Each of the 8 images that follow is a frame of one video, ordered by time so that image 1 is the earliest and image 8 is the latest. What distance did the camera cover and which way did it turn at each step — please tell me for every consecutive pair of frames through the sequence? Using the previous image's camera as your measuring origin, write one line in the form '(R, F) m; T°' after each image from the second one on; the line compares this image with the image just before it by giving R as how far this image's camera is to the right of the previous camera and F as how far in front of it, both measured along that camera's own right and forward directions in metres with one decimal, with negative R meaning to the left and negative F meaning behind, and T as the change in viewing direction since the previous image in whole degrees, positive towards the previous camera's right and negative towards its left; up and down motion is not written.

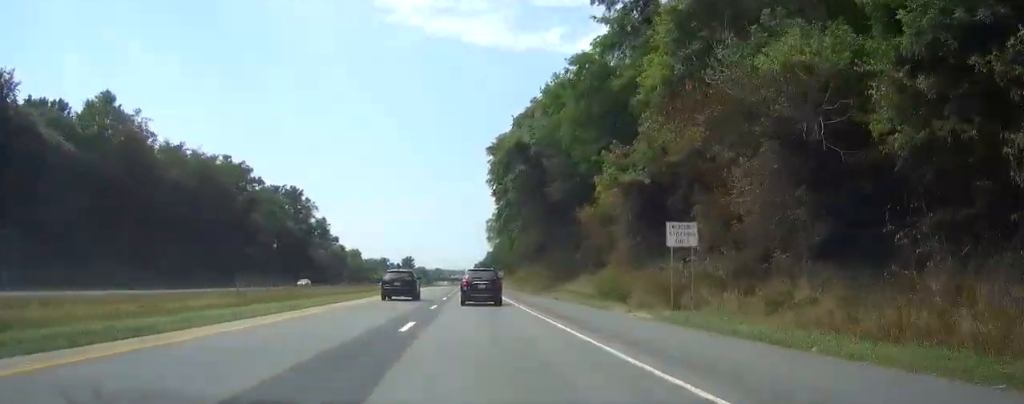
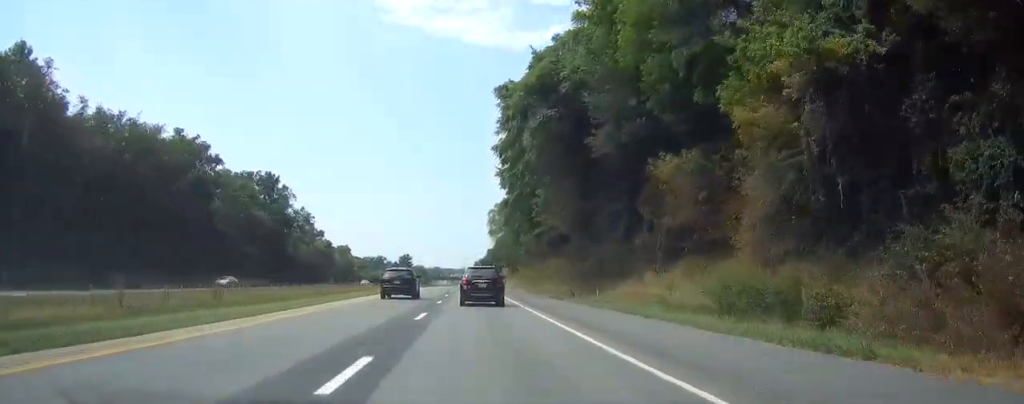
(0.0, +20.4) m; 0°
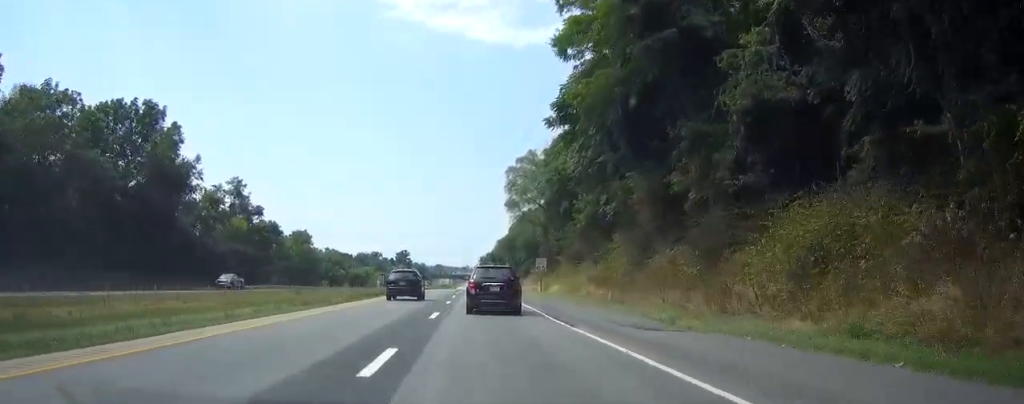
(+0.1, +59.9) m; 0°
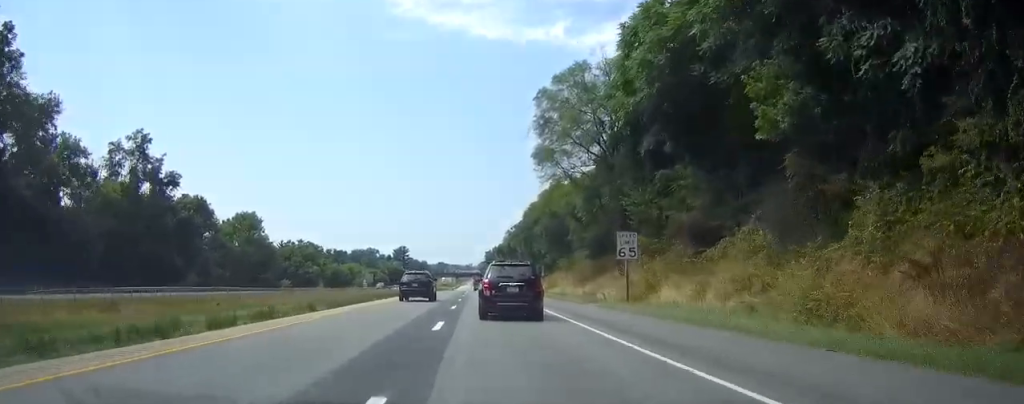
(-0.1, +41.3) m; -1°
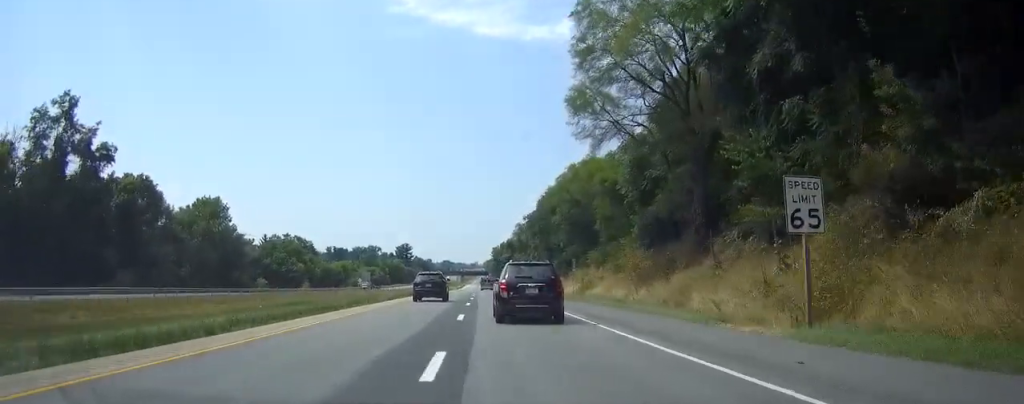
(-0.1, +20.0) m; 0°
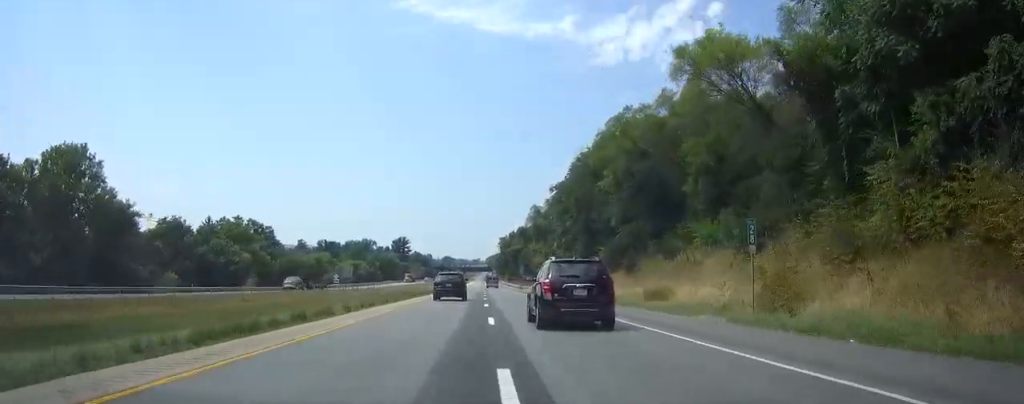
(0.0, +38.7) m; 0°
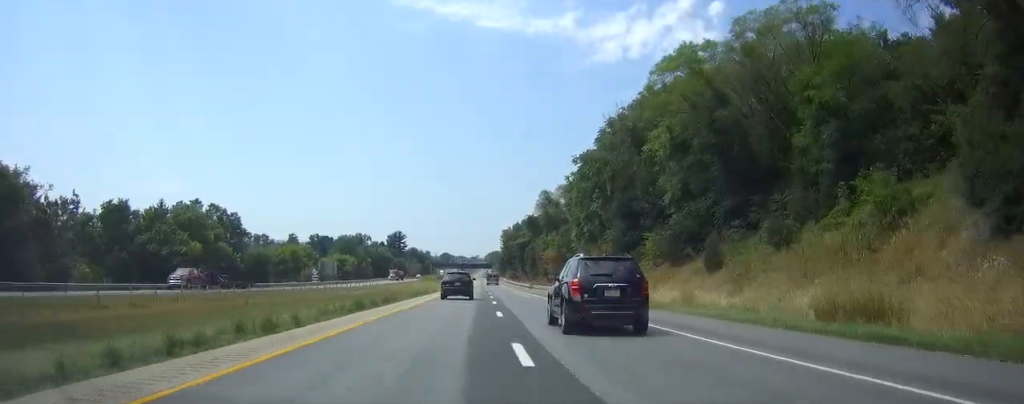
(0.0, +20.9) m; 0°
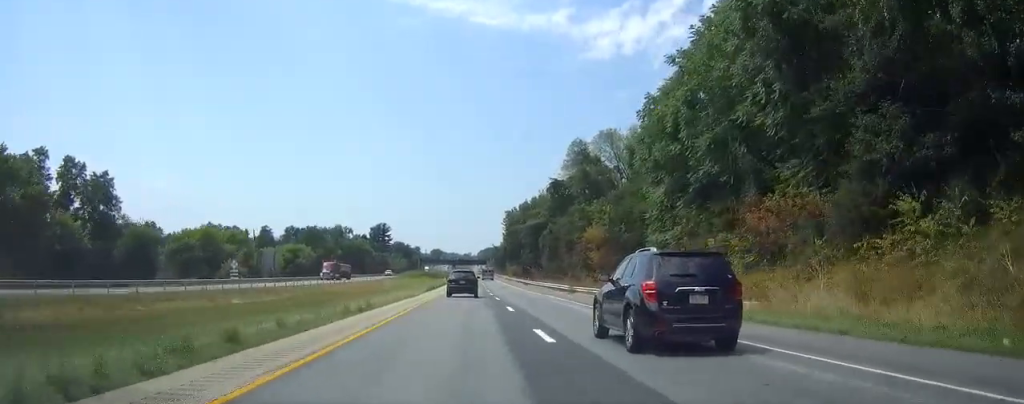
(-0.1, +44.9) m; 0°
